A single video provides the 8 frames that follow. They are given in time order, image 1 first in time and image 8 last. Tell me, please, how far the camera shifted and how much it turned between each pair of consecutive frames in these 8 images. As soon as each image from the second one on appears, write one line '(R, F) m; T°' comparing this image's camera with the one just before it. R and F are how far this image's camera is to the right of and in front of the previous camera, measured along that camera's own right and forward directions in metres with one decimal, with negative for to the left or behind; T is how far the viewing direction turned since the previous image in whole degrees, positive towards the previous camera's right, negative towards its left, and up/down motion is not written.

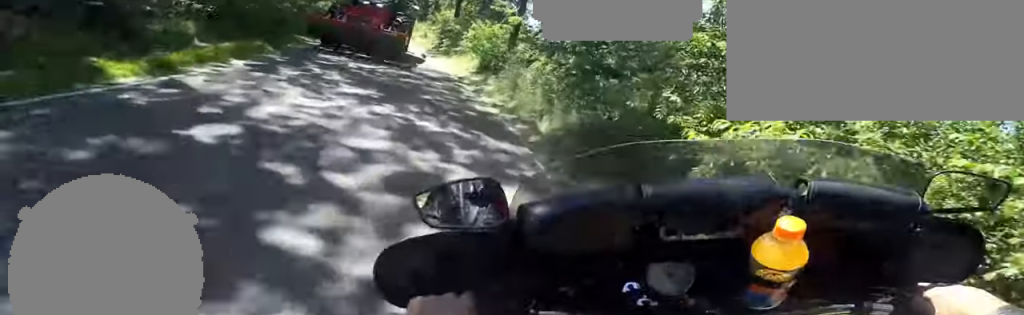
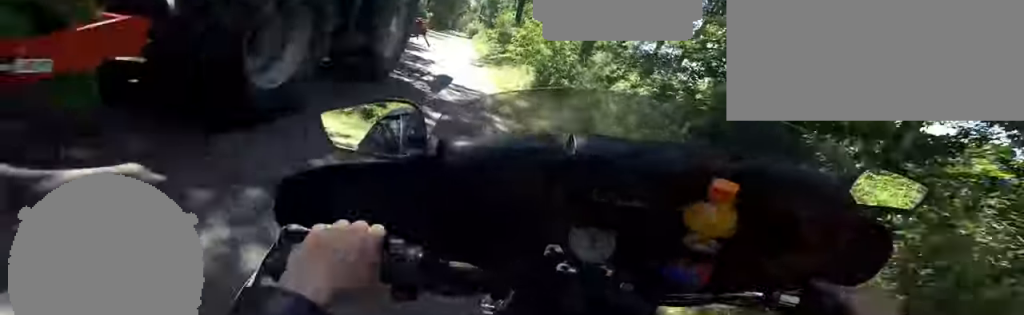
(-0.8, +5.0) m; -25°
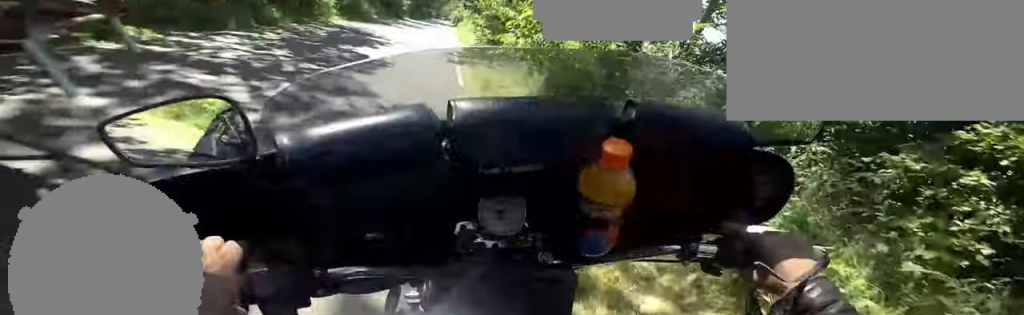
(-1.0, +4.1) m; -15°
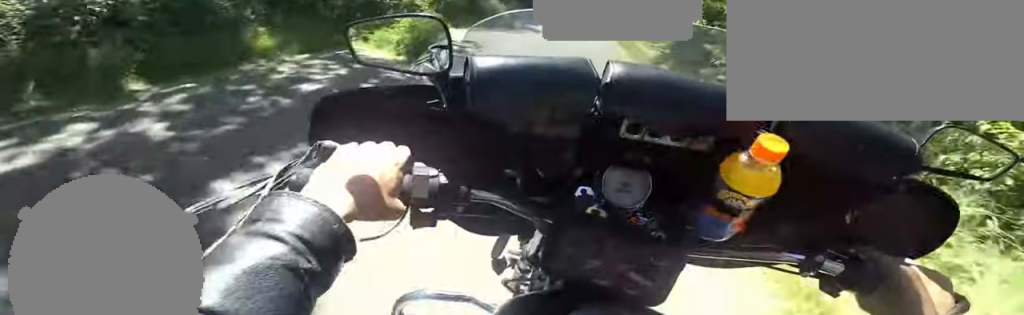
(-0.1, +7.2) m; +4°
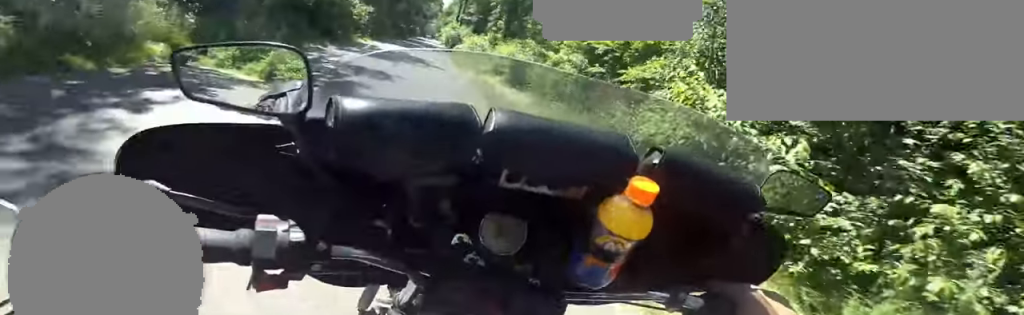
(+0.7, +12.2) m; +2°
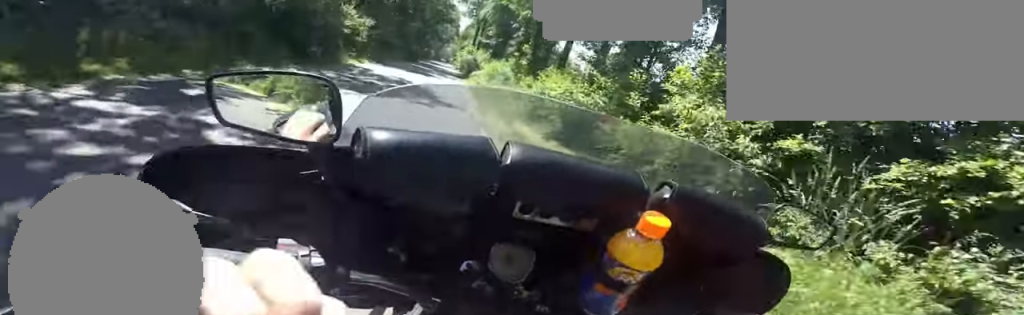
(-0.1, +4.8) m; +1°
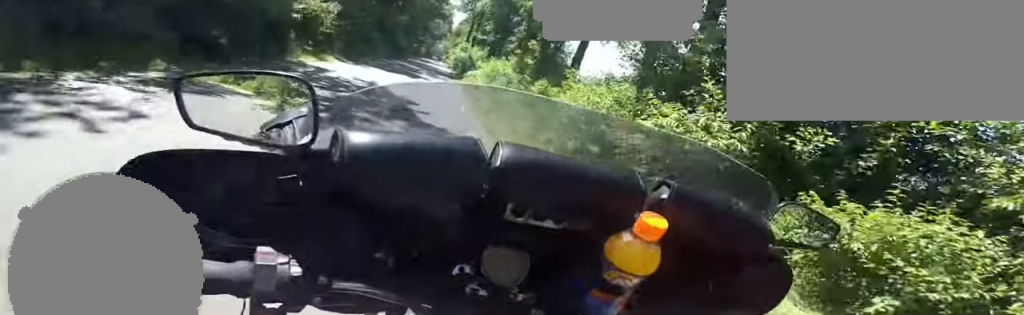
(+0.1, +4.0) m; +1°
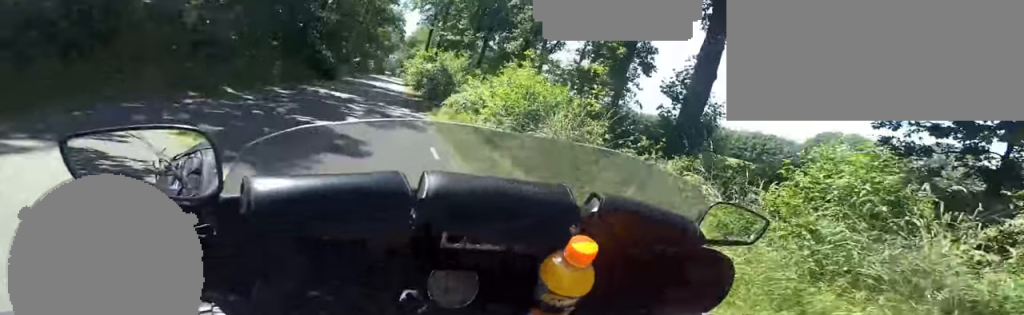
(+0.2, +11.9) m; 0°
